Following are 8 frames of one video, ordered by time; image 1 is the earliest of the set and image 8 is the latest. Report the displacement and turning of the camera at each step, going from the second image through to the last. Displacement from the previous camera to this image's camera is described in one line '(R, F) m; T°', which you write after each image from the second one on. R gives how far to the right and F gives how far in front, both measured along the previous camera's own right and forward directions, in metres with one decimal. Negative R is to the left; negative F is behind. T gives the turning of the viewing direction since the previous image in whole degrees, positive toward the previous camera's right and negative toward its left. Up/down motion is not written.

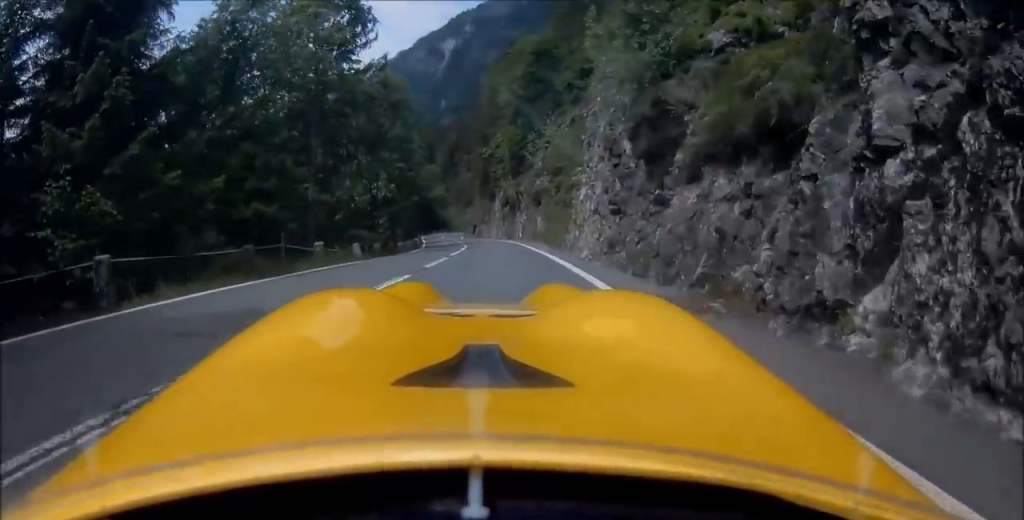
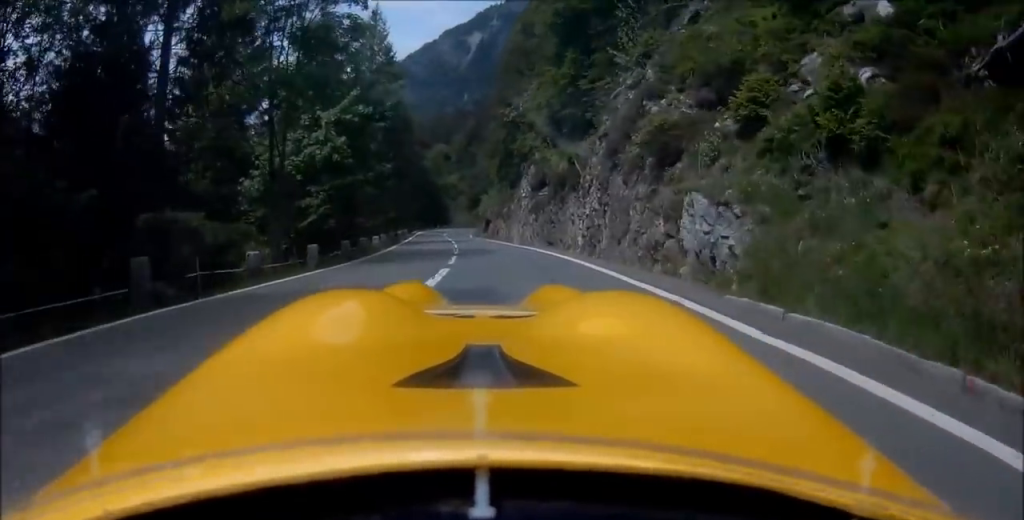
(+1.2, +22.7) m; +3°
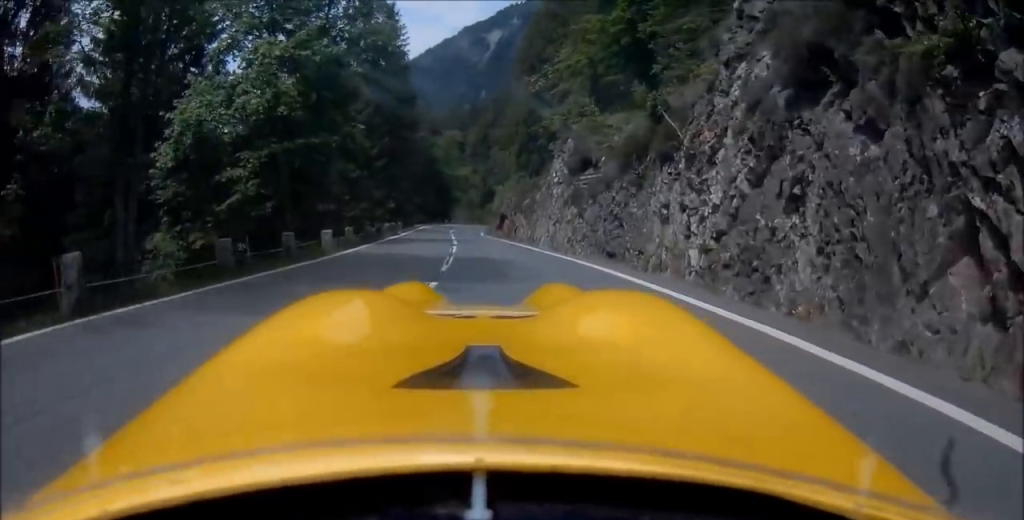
(+0.1, +10.0) m; 0°
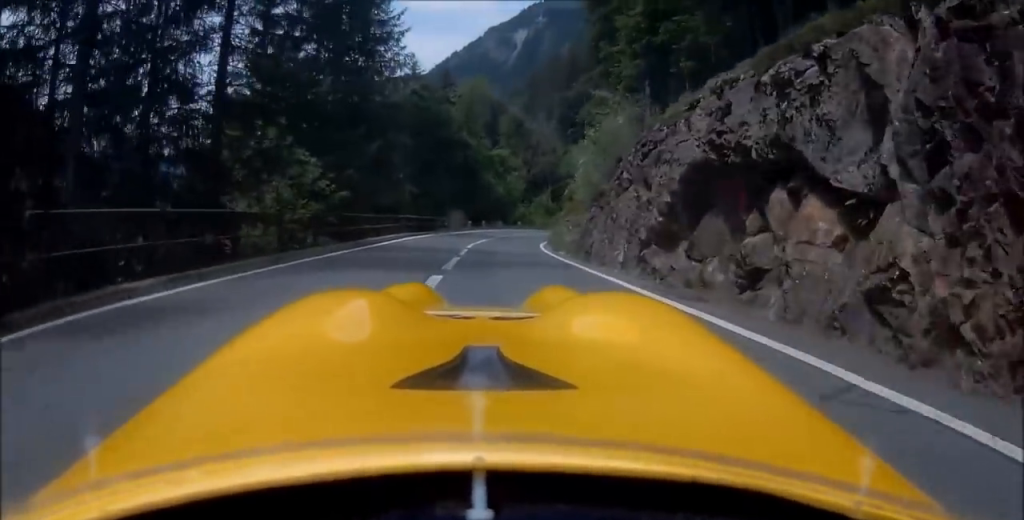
(-1.4, +36.0) m; -4°
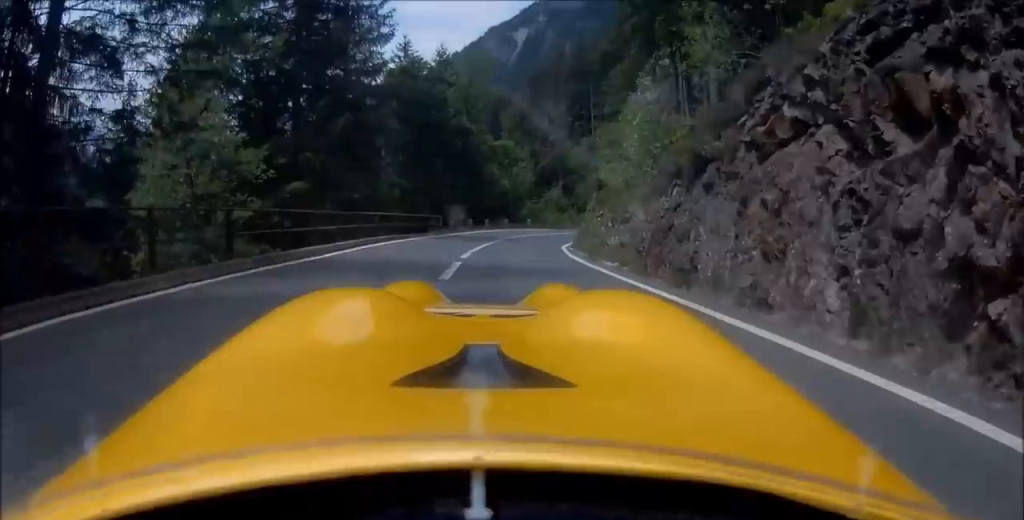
(0.0, +8.2) m; +1°
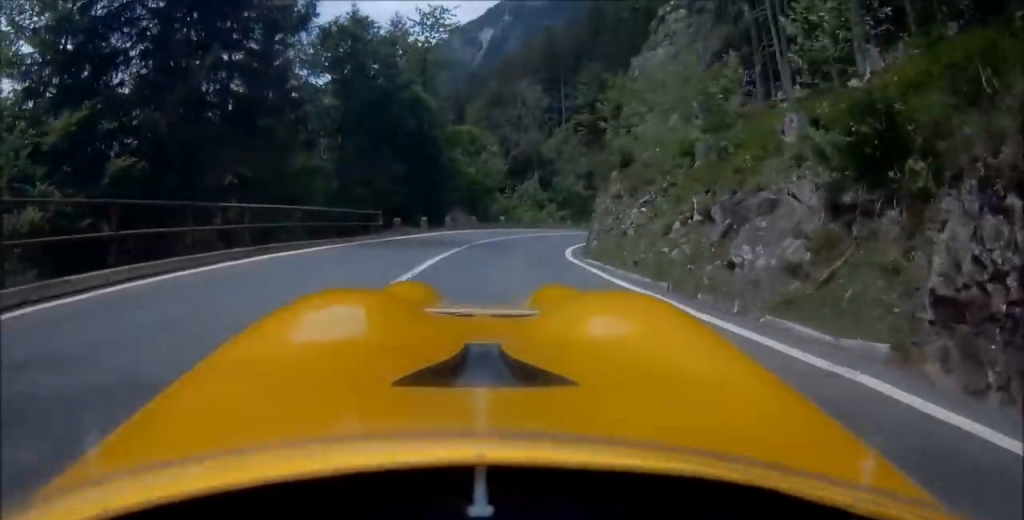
(-0.2, +10.6) m; +2°
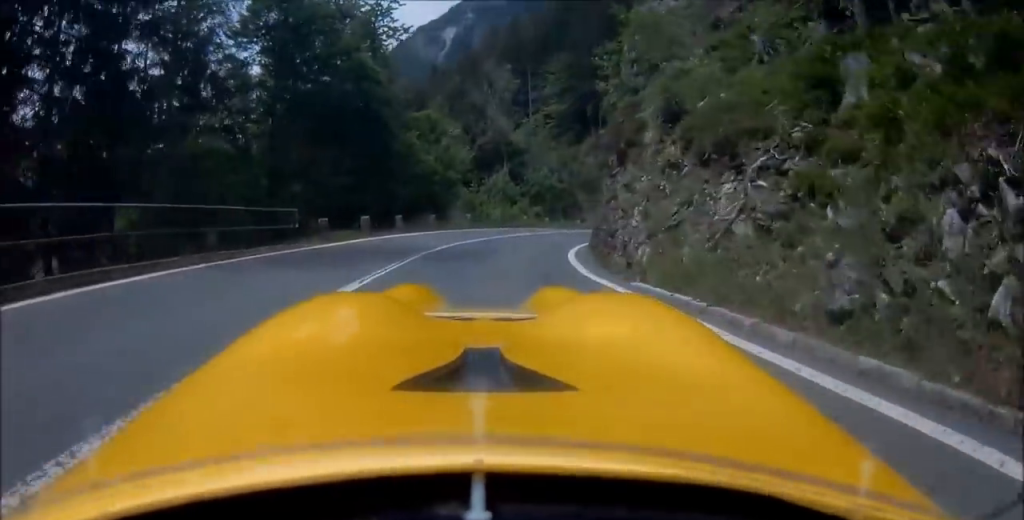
(+0.2, +7.0) m; +2°
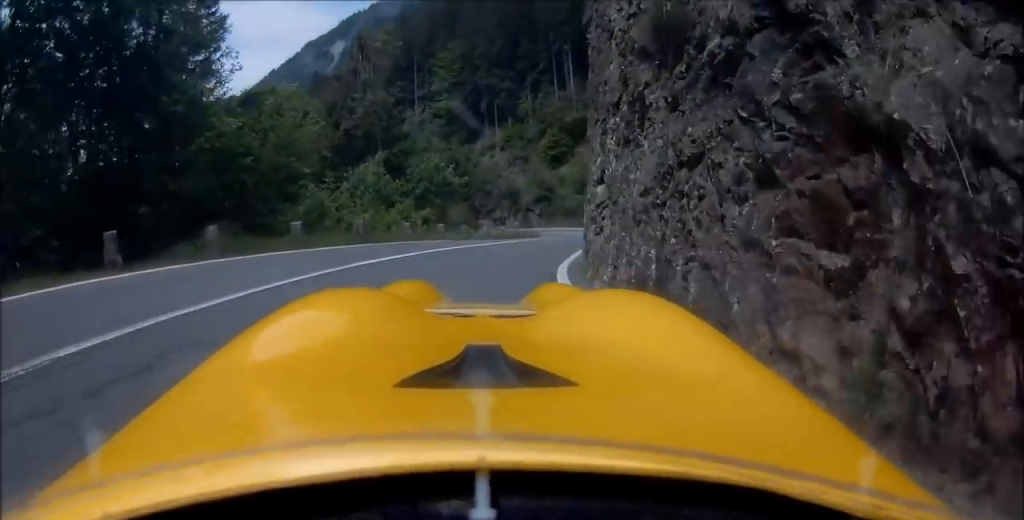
(+0.6, +14.5) m; +5°
